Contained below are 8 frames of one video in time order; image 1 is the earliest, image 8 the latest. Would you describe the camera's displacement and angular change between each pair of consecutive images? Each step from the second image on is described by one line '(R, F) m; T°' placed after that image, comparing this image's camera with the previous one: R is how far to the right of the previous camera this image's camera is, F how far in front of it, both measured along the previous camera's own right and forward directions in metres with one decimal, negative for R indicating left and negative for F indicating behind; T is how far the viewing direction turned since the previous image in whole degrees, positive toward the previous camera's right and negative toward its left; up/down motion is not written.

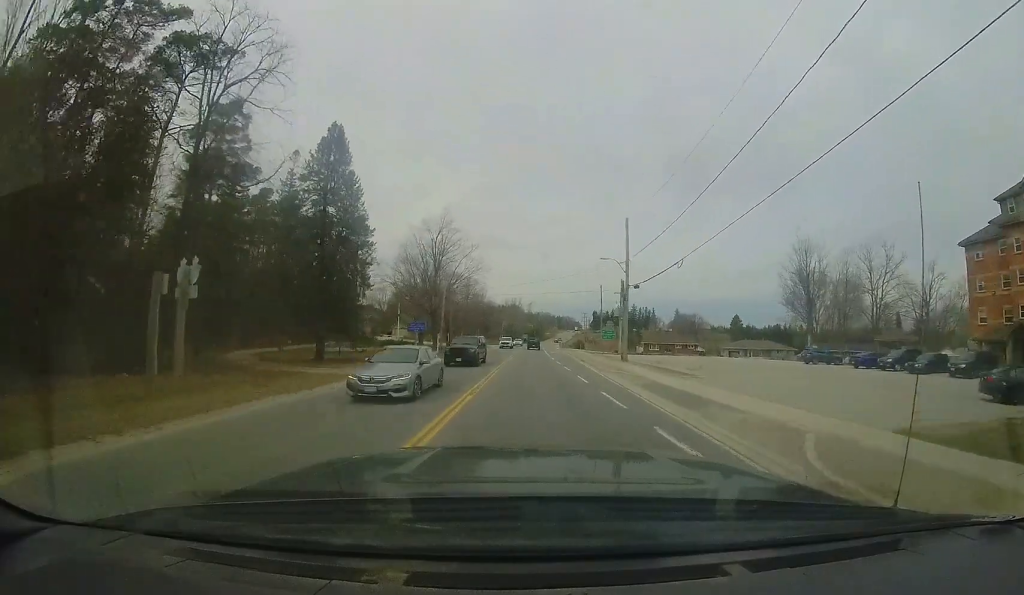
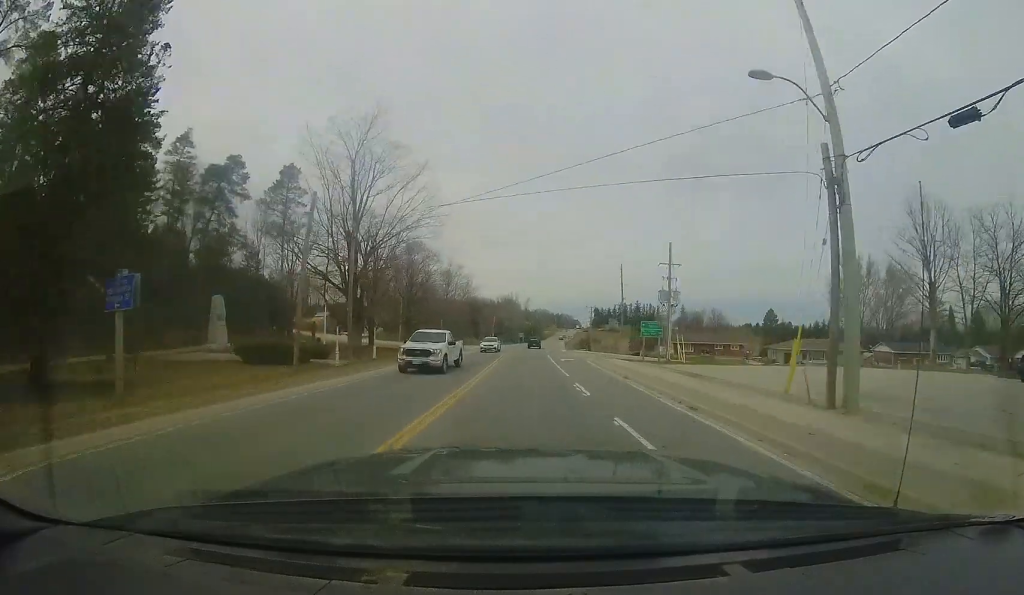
(+0.2, +23.5) m; -1°
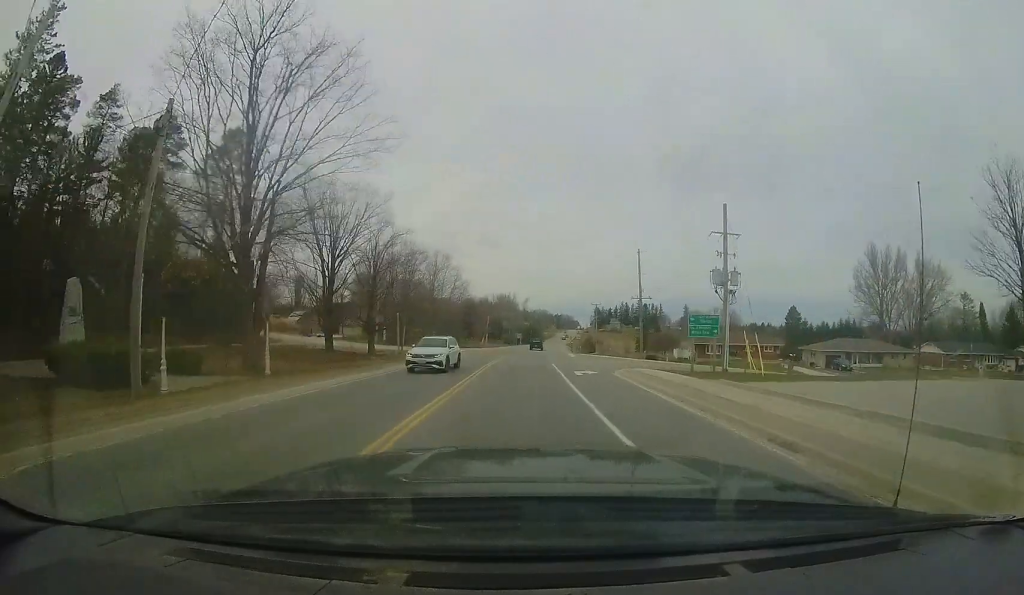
(-0.2, +11.9) m; -1°
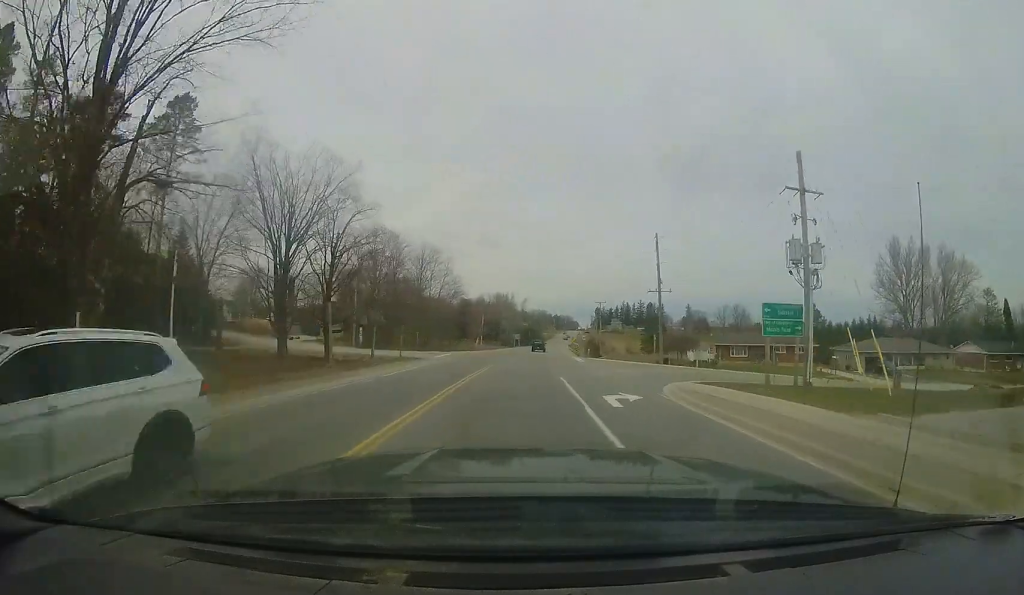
(-0.1, +8.6) m; 0°
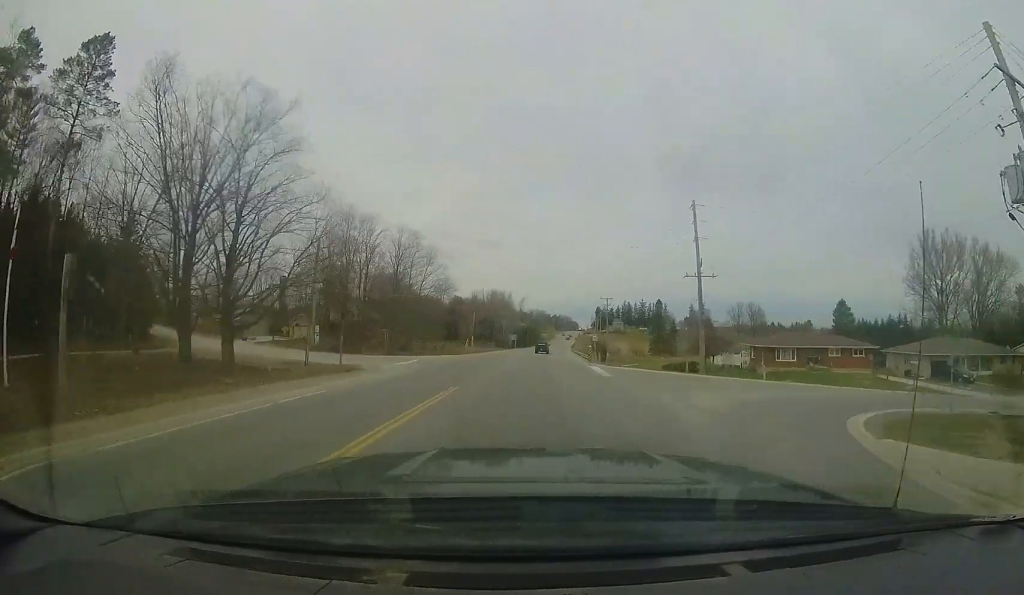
(-0.1, +11.5) m; +1°
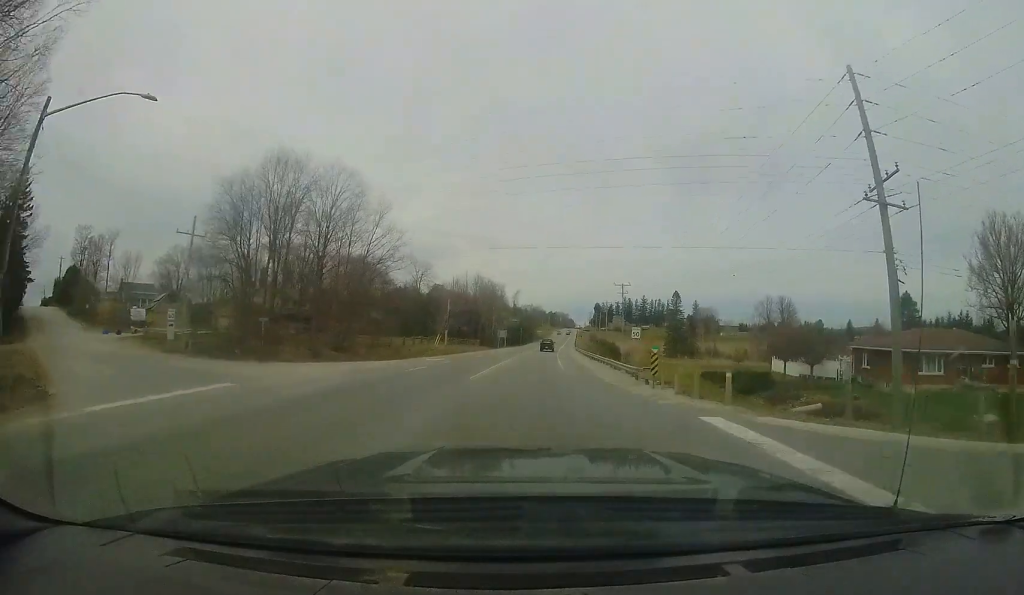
(+0.3, +20.0) m; +1°
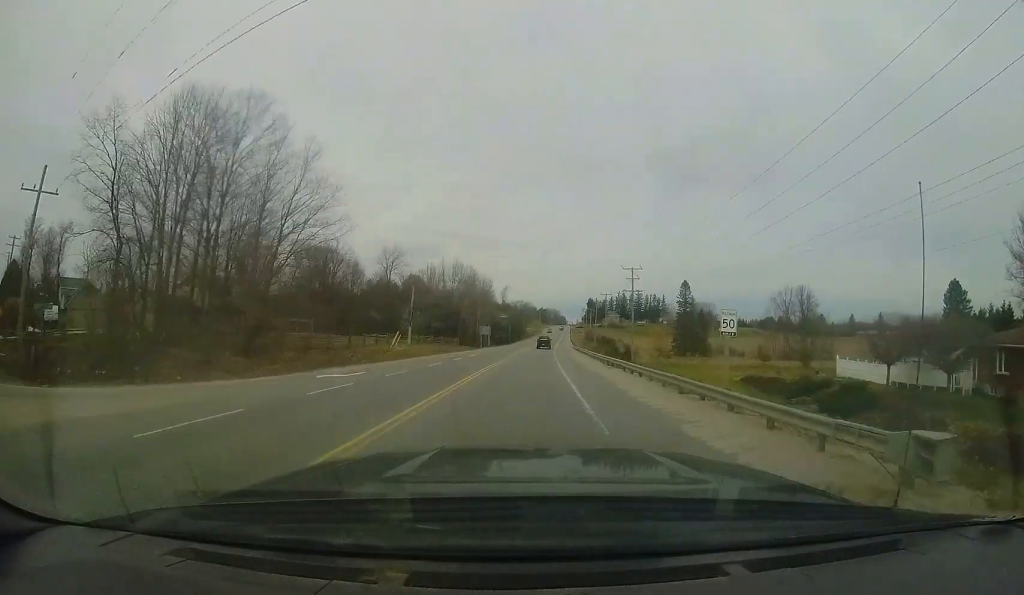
(0.0, +13.6) m; +2°
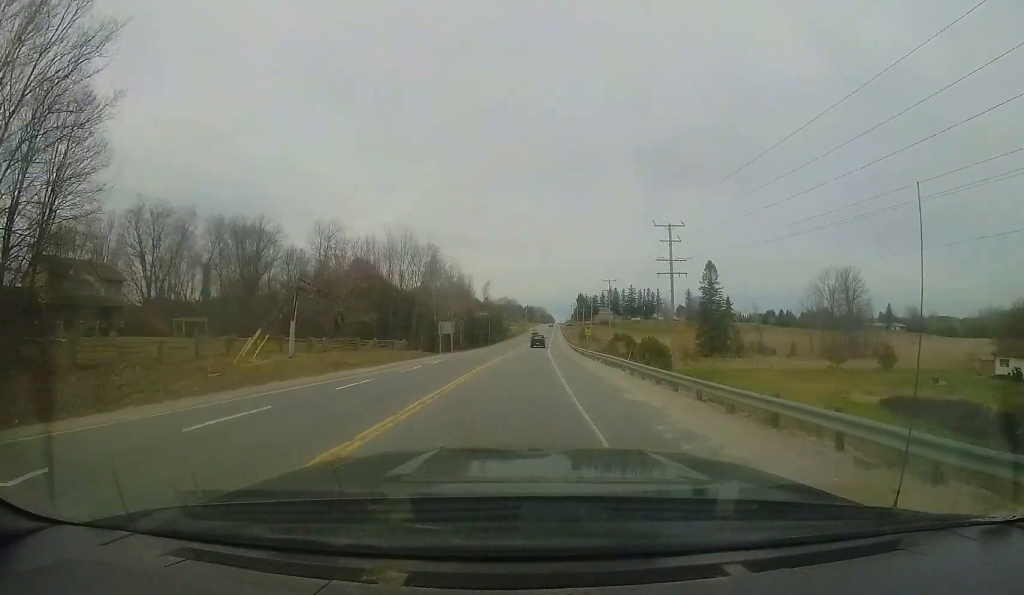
(+0.9, +21.4) m; +2°
